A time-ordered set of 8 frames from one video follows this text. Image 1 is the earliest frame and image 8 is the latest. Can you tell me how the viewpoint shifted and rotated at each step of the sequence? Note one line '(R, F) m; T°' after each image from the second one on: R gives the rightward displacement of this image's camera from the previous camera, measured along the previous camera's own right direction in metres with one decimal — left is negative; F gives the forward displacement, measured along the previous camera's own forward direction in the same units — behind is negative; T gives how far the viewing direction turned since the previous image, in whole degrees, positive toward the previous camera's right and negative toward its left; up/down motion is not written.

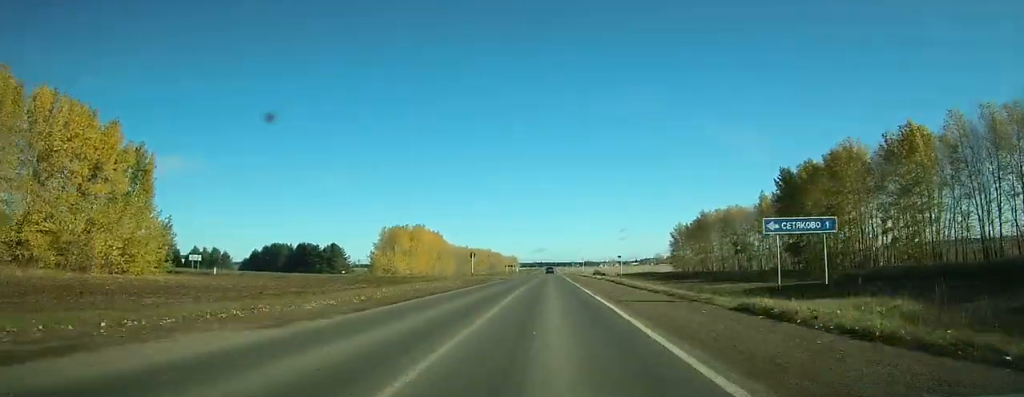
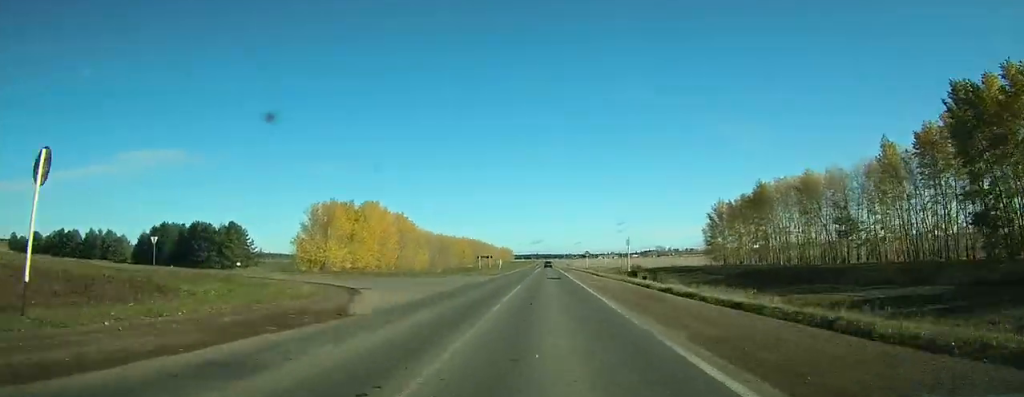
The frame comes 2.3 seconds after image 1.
(+0.1, +54.5) m; 0°
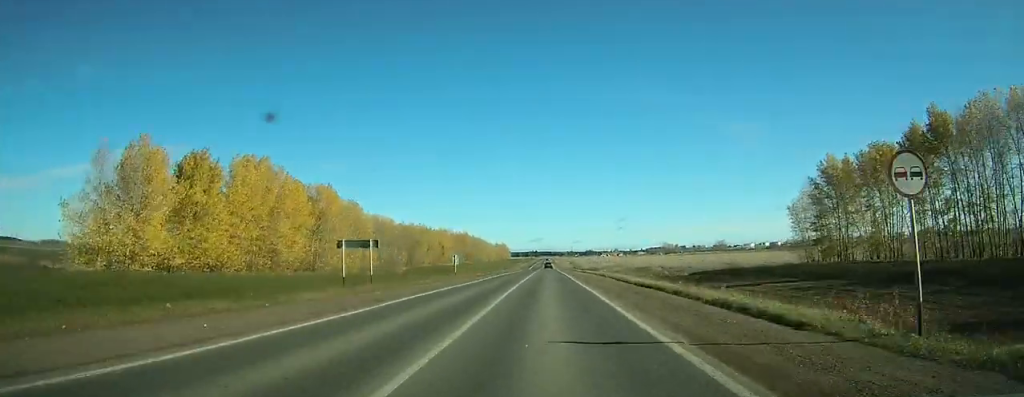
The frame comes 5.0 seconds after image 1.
(+0.1, +73.0) m; 0°
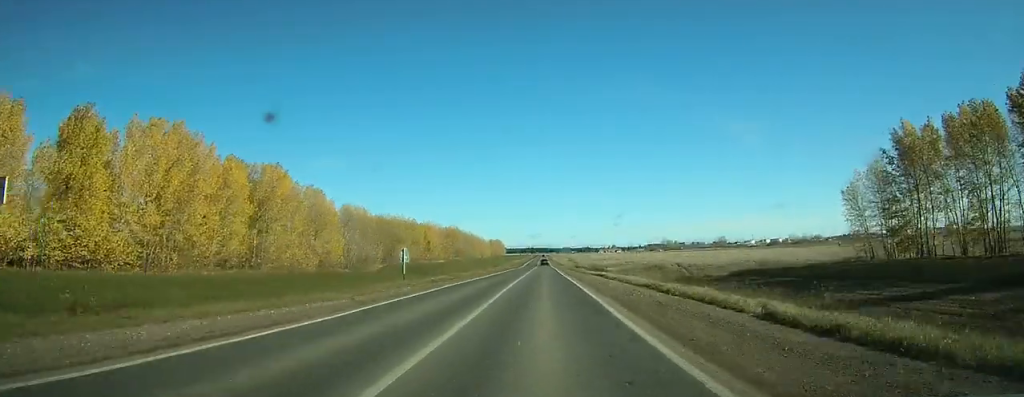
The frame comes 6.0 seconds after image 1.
(+0.1, +26.7) m; 0°
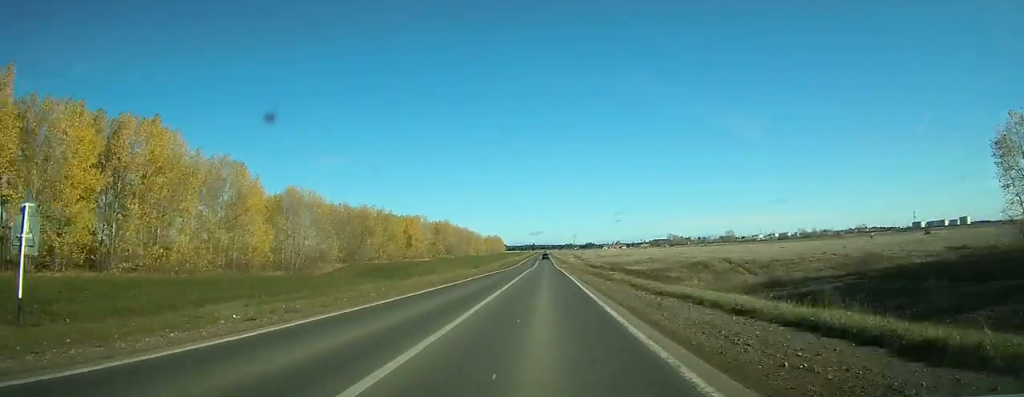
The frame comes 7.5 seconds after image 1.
(+0.1, +39.5) m; 0°
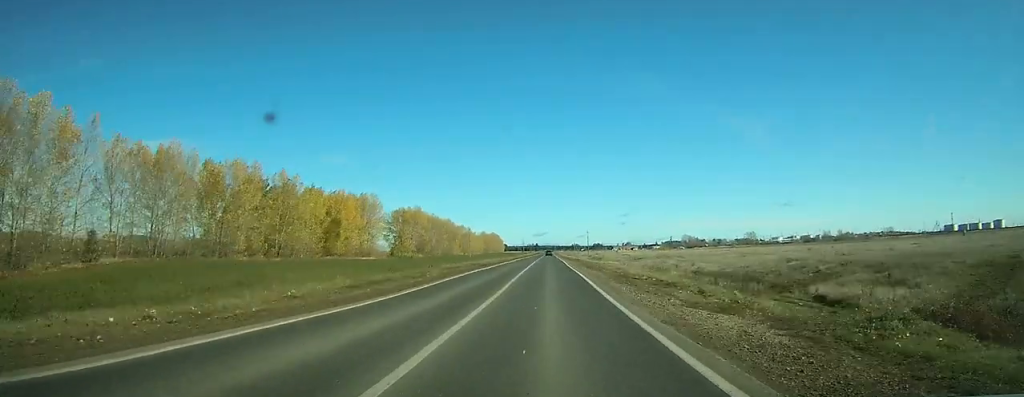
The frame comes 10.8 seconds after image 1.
(-0.5, +77.3) m; -1°
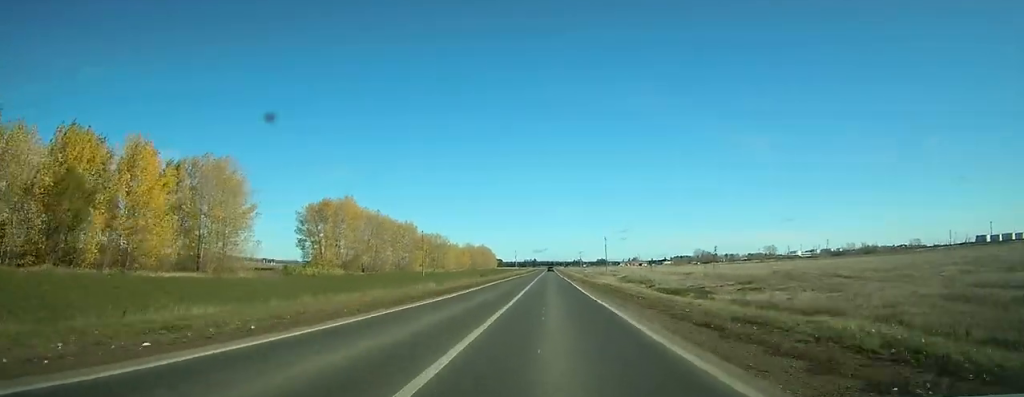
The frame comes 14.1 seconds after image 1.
(-0.1, +76.8) m; 0°
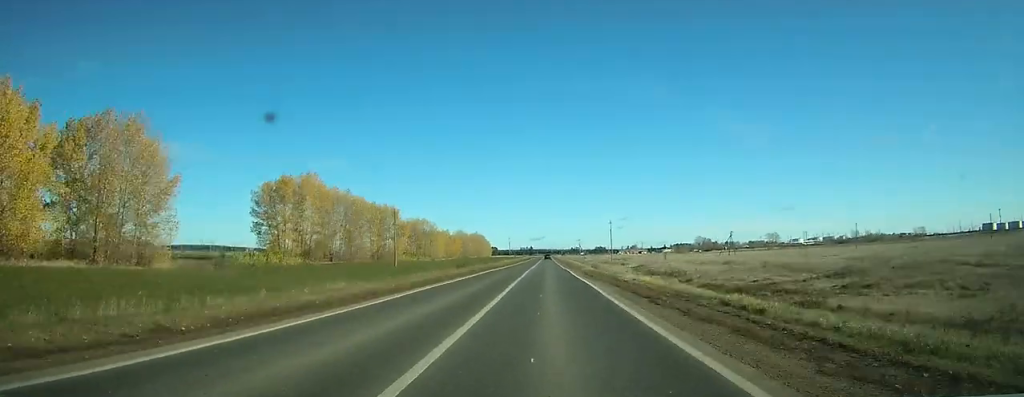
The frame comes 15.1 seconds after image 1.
(+0.1, +24.2) m; 0°
